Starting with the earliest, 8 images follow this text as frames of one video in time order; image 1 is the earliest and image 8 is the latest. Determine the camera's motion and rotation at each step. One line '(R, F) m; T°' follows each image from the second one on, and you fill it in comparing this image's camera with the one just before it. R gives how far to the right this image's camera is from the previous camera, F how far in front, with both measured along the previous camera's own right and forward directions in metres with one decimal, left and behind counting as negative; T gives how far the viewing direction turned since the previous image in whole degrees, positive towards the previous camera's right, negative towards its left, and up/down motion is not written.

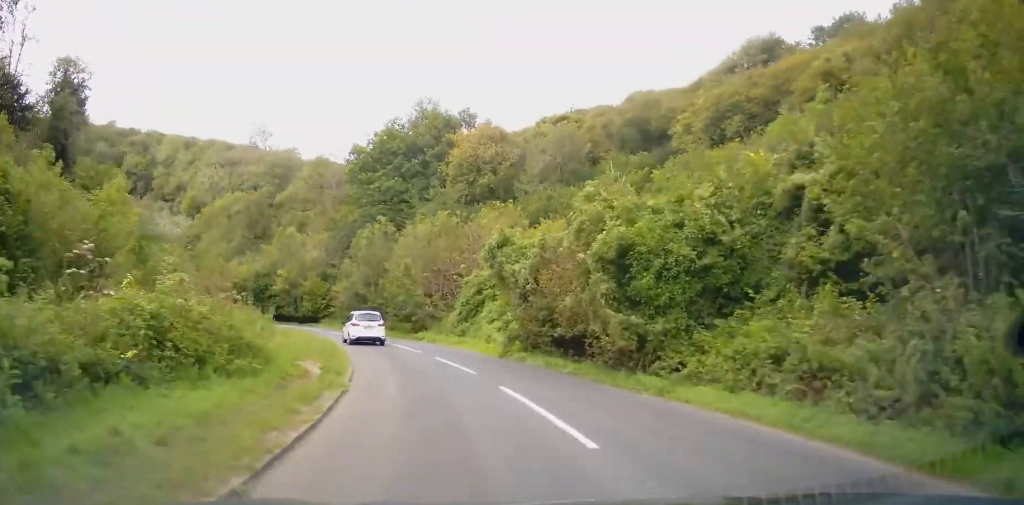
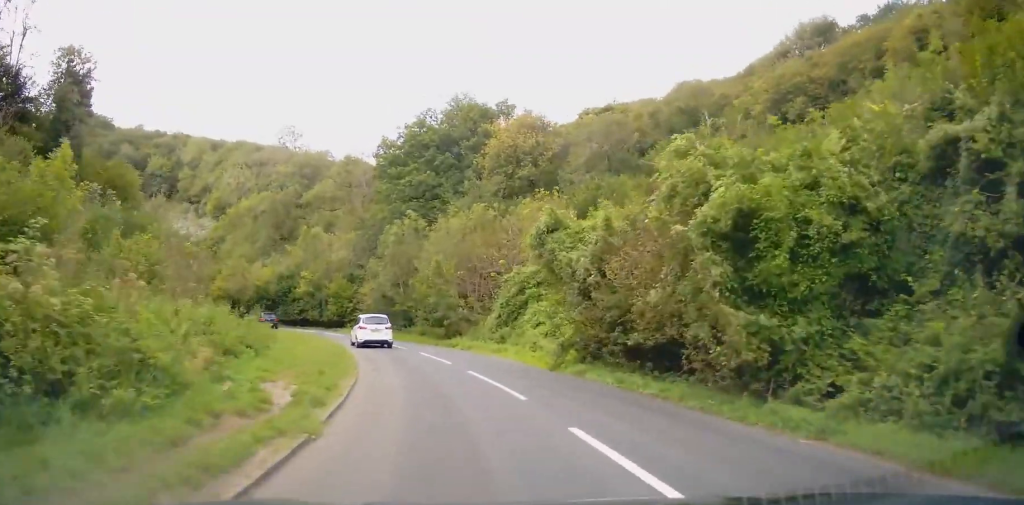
(-0.2, +4.7) m; -3°
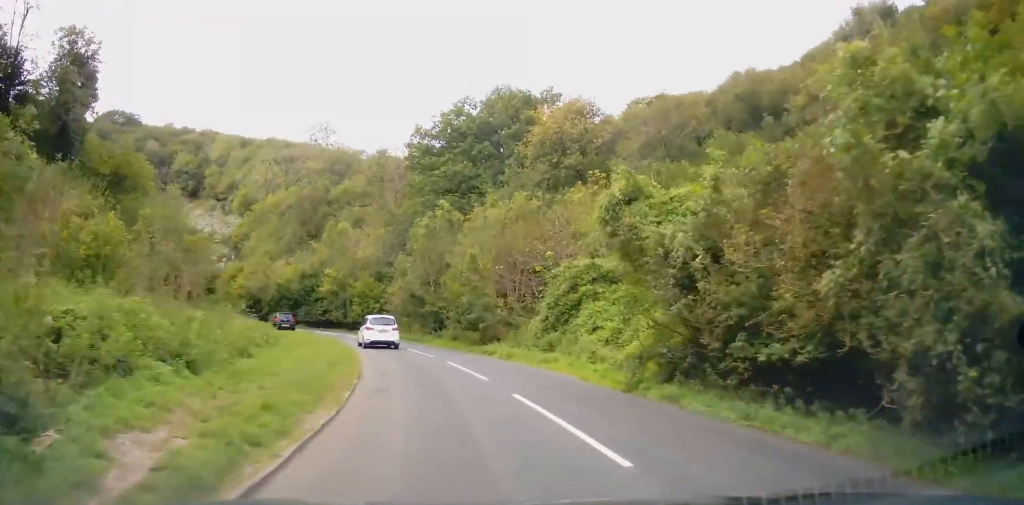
(-0.1, +5.1) m; -4°
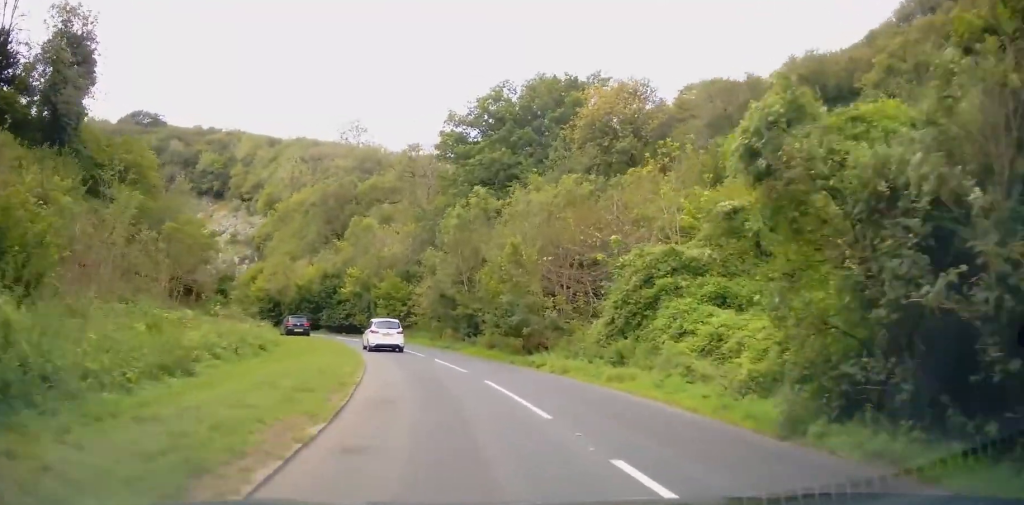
(-0.2, +5.5) m; -4°
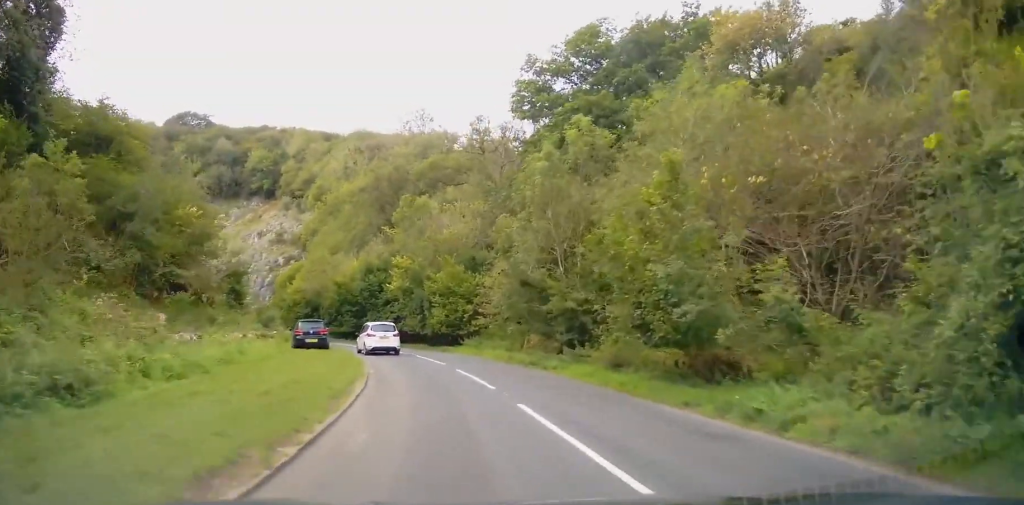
(-0.9, +13.4) m; -7°
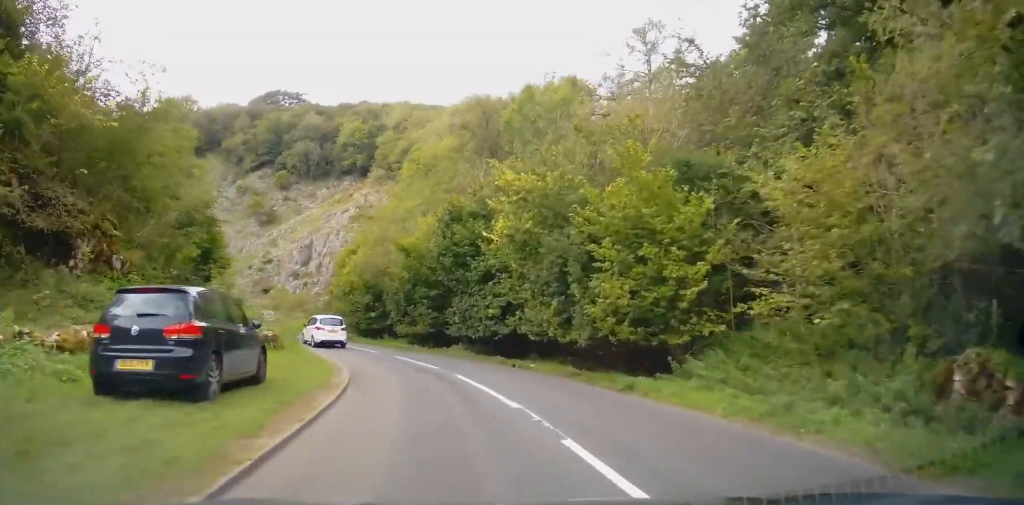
(-2.1, +22.3) m; -12°
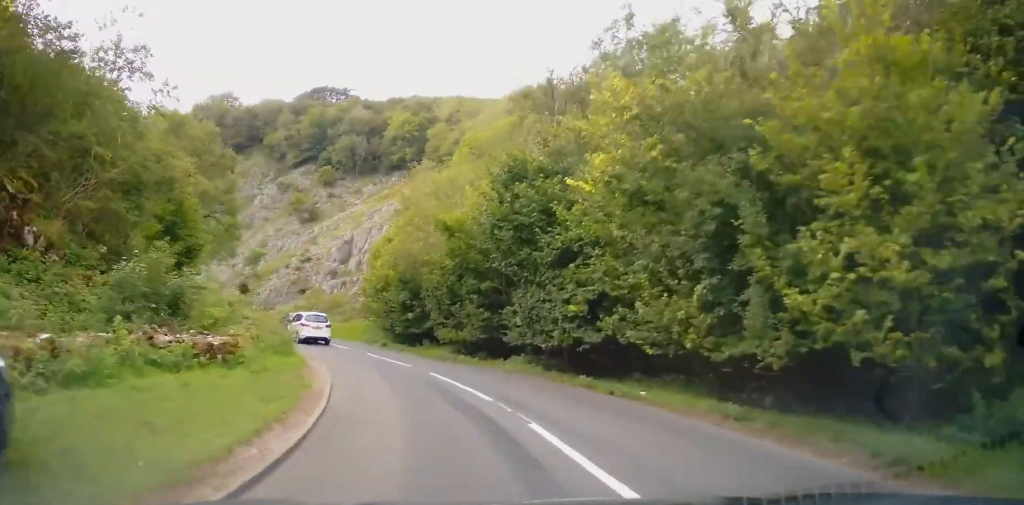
(-0.2, +7.4) m; -5°
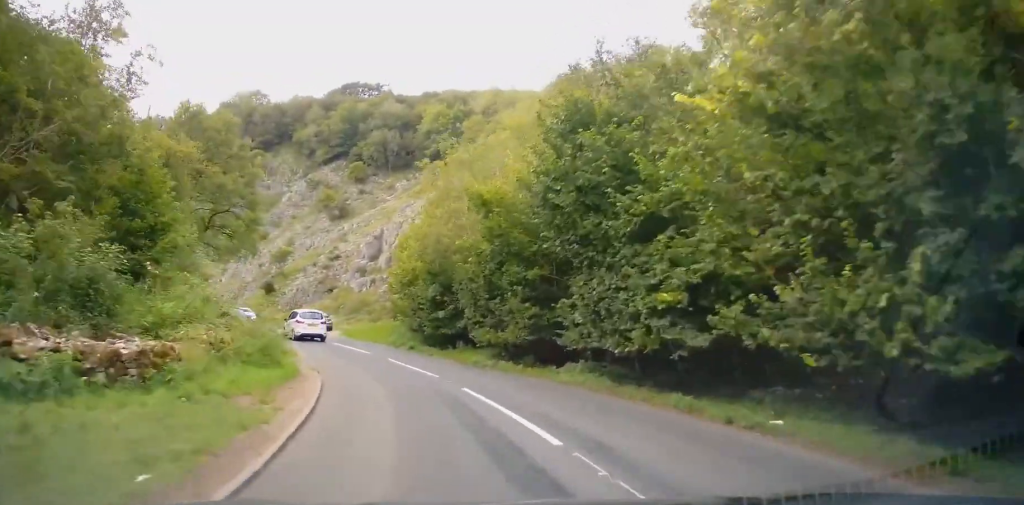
(-0.2, +4.5) m; -4°
